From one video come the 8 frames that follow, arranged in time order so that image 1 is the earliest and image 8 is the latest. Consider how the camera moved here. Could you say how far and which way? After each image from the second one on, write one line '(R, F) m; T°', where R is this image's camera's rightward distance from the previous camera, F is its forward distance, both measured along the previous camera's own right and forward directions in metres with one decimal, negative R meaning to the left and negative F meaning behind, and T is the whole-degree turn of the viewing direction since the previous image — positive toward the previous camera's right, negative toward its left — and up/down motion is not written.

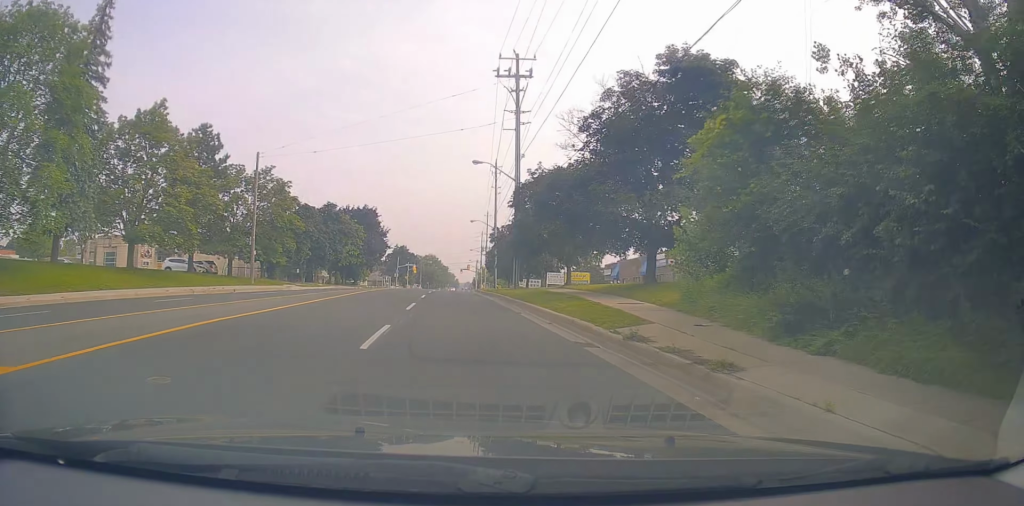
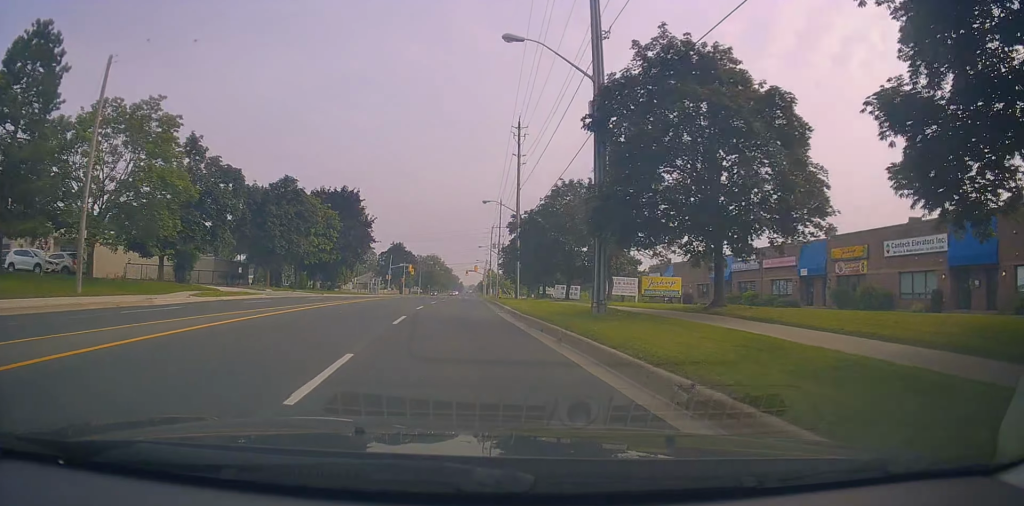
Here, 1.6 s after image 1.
(-0.3, +22.9) m; -1°
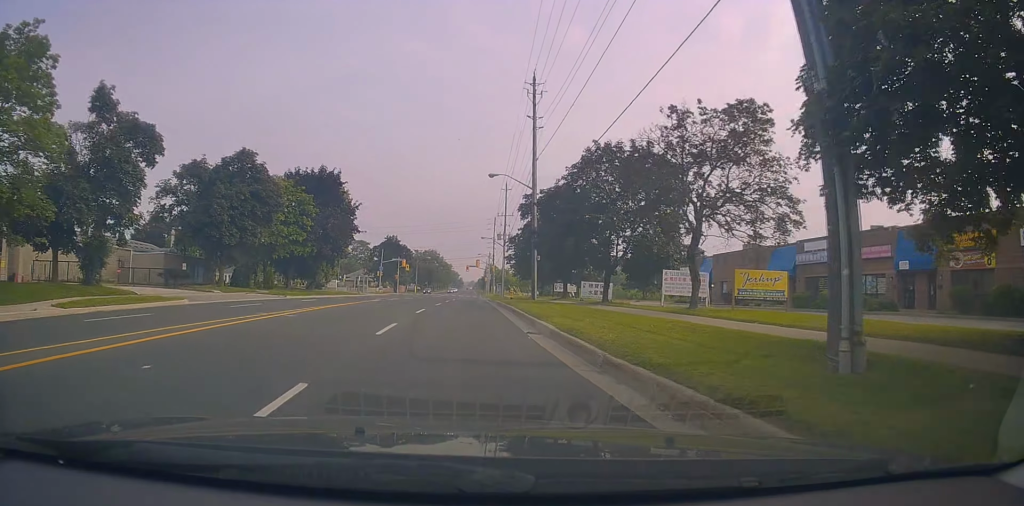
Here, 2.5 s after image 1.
(+0.1, +12.0) m; 0°
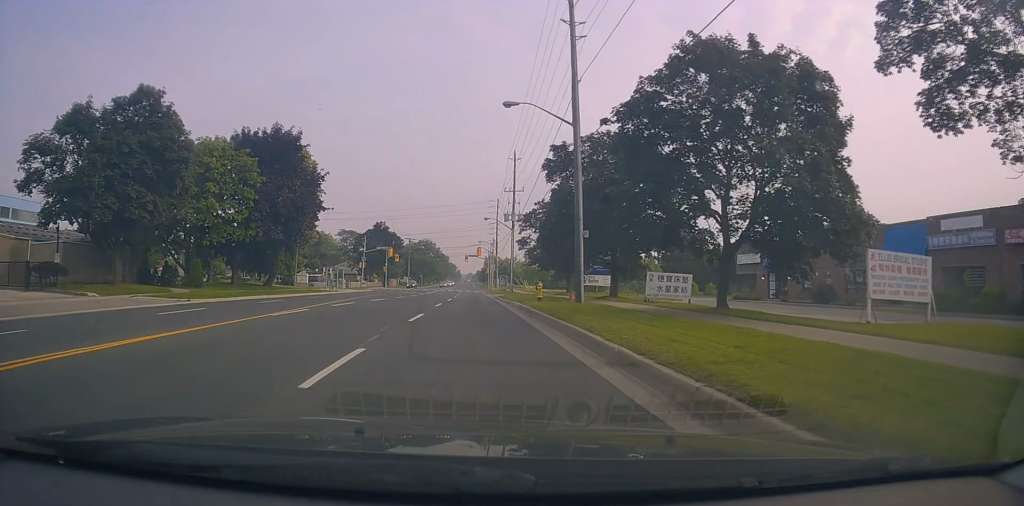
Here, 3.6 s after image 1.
(-0.2, +15.9) m; 0°
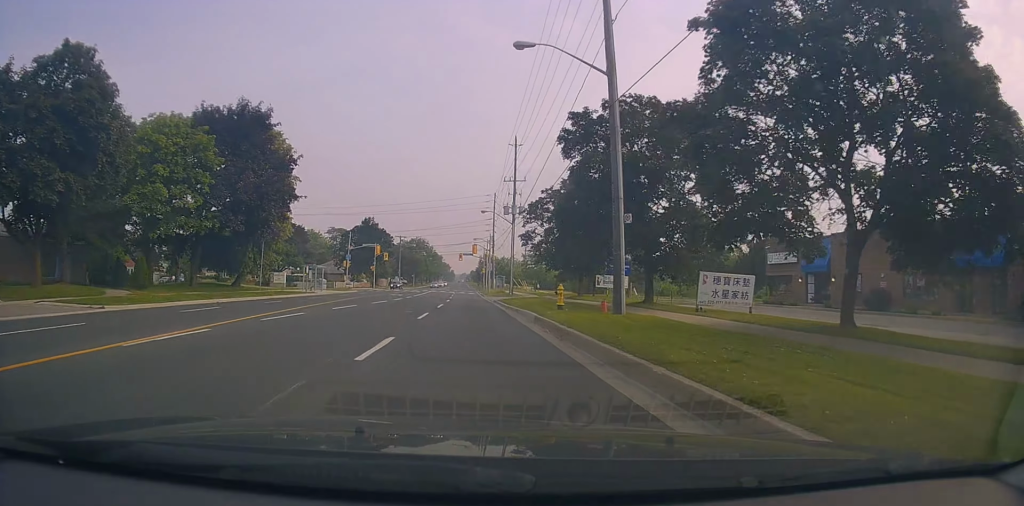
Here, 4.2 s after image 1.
(0.0, +7.2) m; 0°
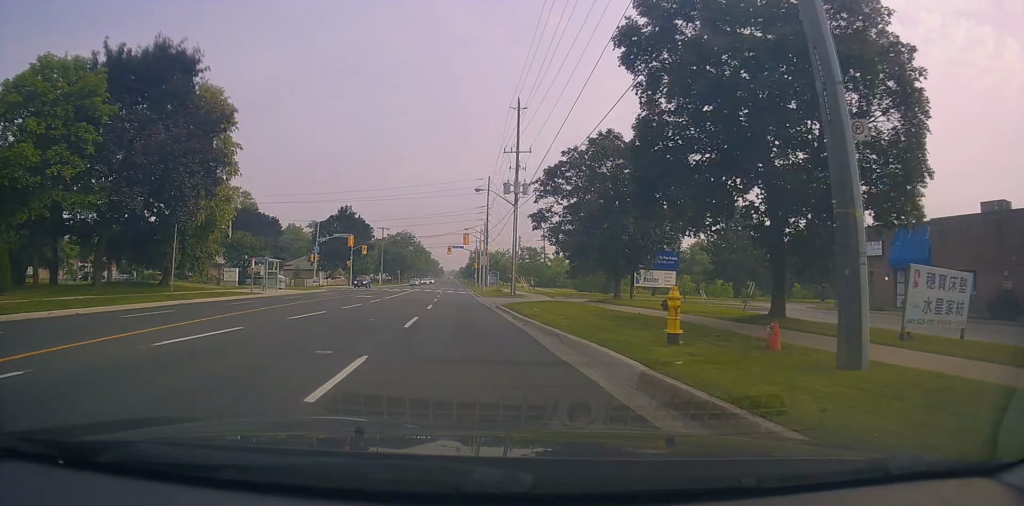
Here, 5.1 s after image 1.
(0.0, +12.1) m; +1°
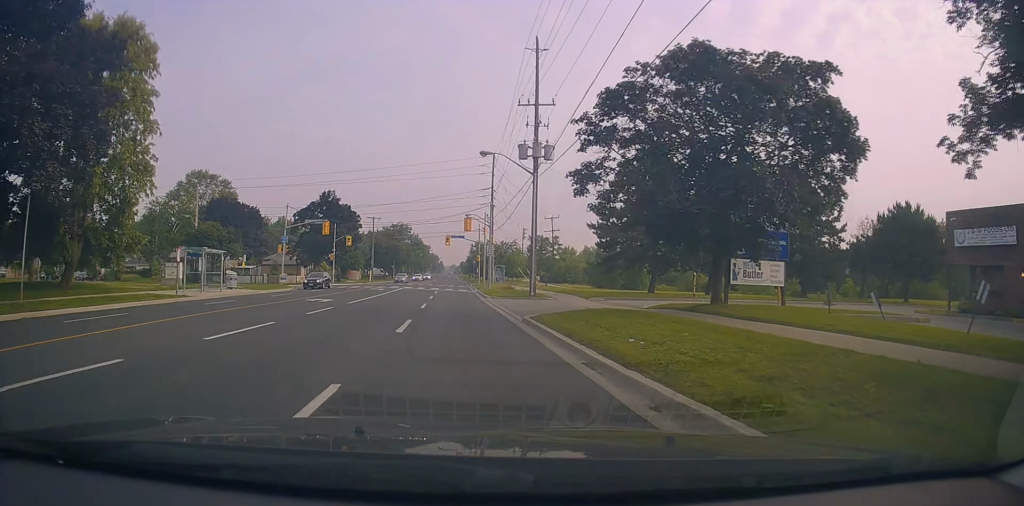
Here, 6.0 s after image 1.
(+0.2, +12.2) m; +2°
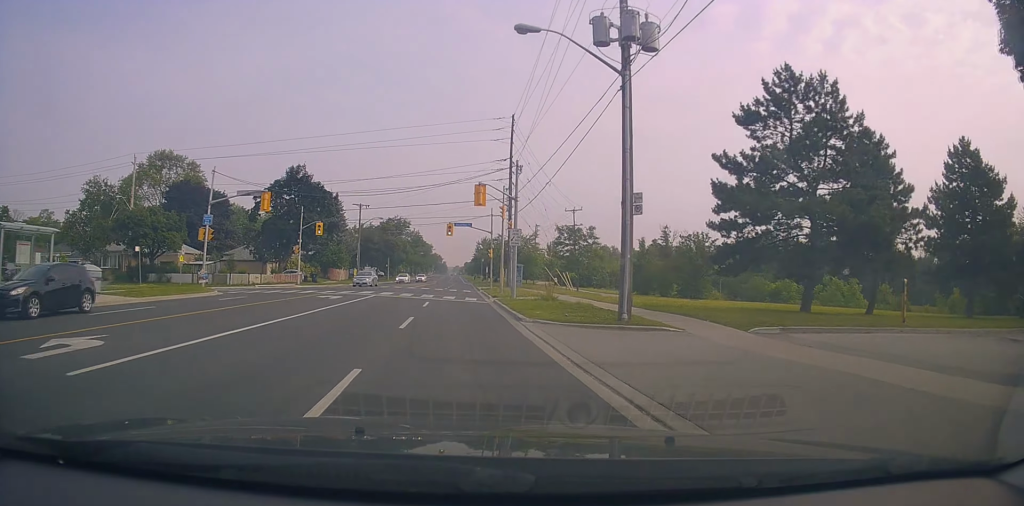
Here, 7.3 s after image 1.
(+0.1, +17.7) m; -1°
